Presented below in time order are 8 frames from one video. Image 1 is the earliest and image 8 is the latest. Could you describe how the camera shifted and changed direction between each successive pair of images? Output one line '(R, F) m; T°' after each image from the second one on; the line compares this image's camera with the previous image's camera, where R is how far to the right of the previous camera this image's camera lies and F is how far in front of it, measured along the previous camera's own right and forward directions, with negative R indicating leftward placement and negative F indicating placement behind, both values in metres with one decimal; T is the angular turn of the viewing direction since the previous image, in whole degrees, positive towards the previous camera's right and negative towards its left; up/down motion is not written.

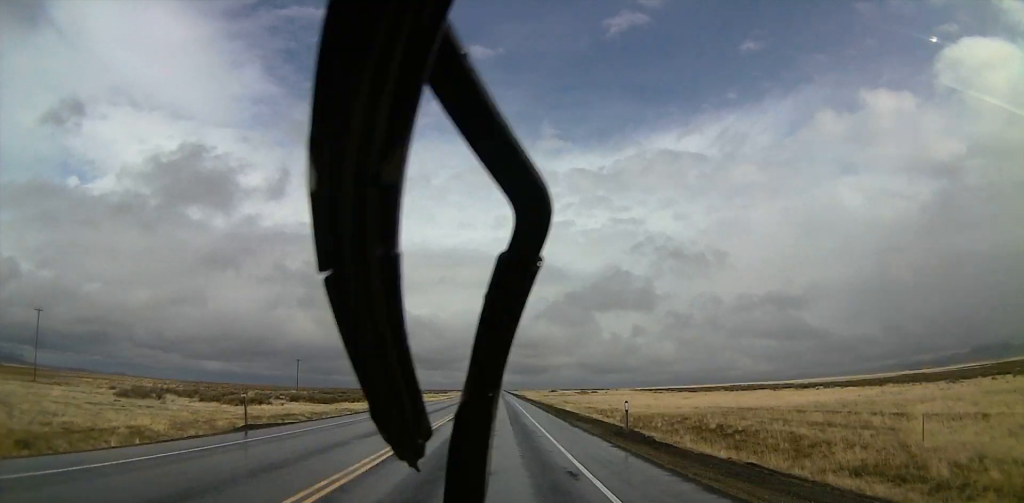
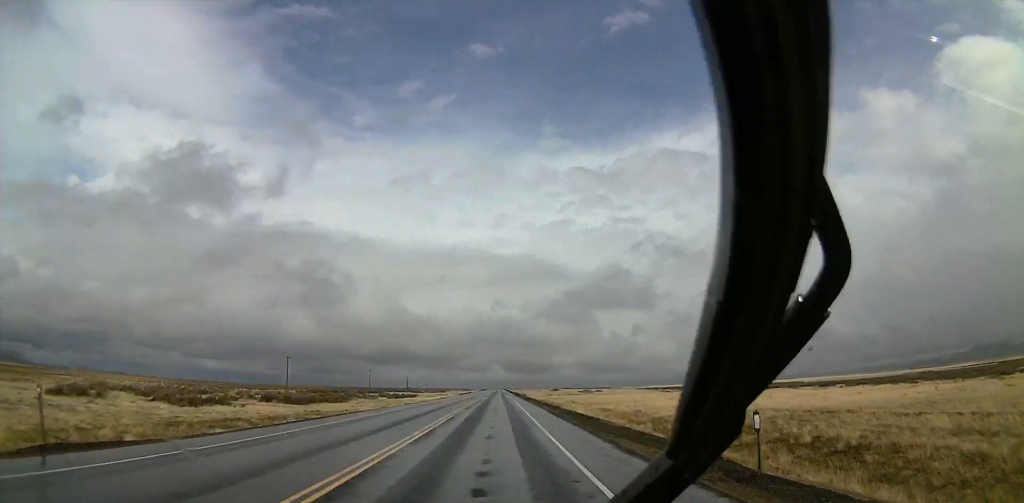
(0.0, +9.8) m; 0°
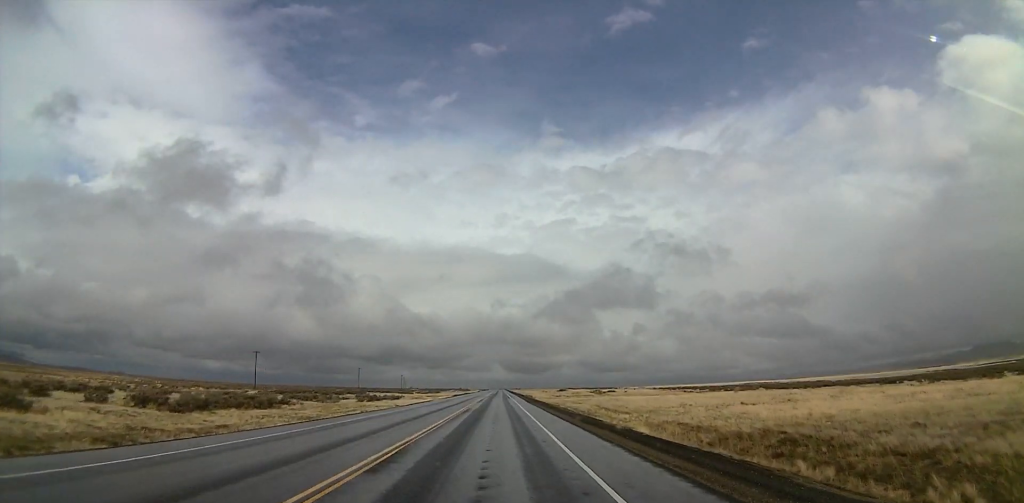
(0.0, +28.0) m; 0°
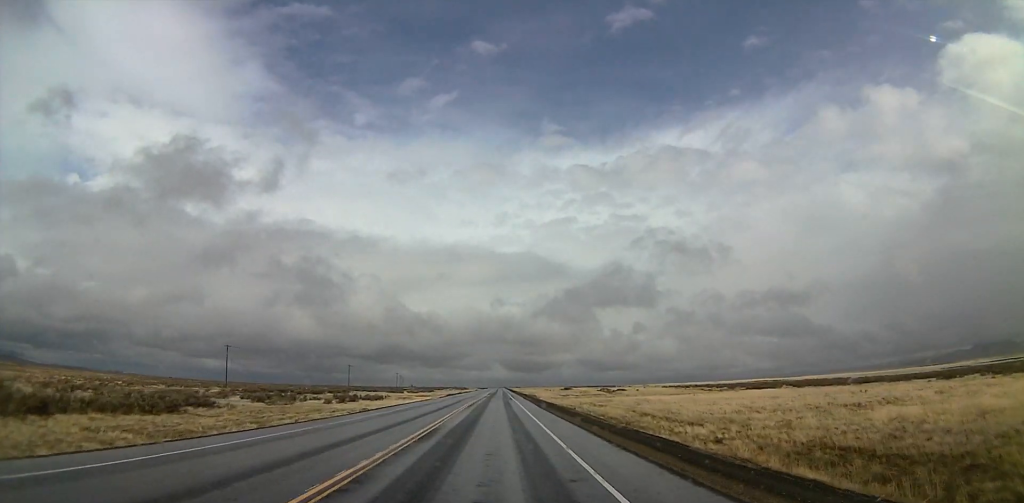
(0.0, +20.6) m; 0°
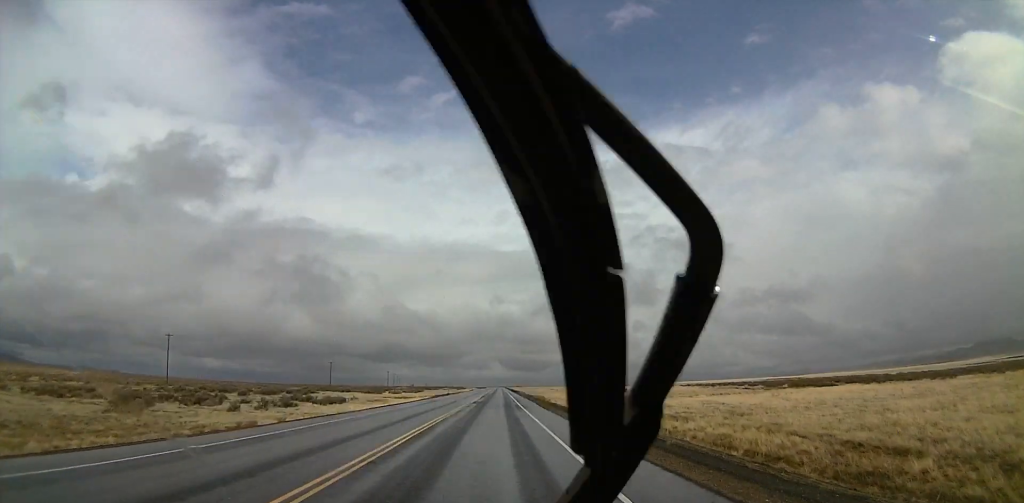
(0.0, +34.2) m; 0°
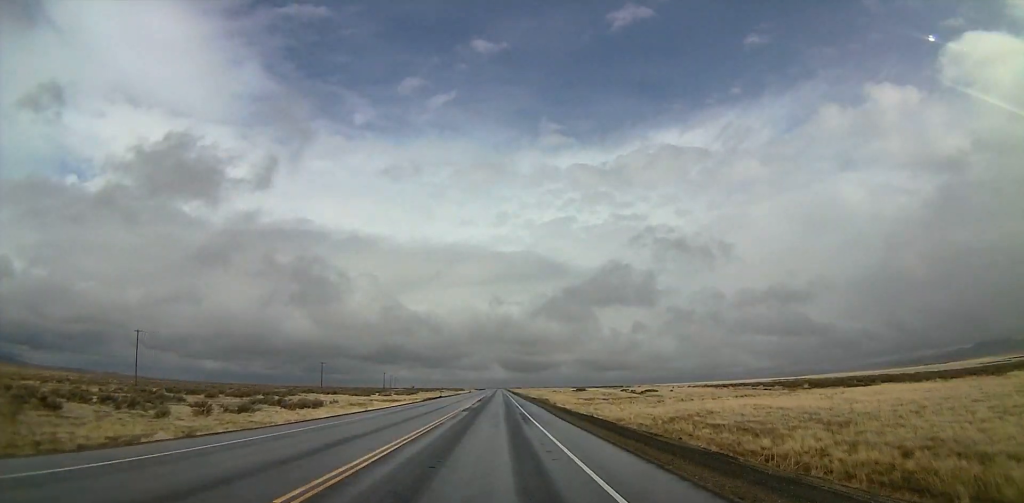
(0.0, +15.5) m; 0°
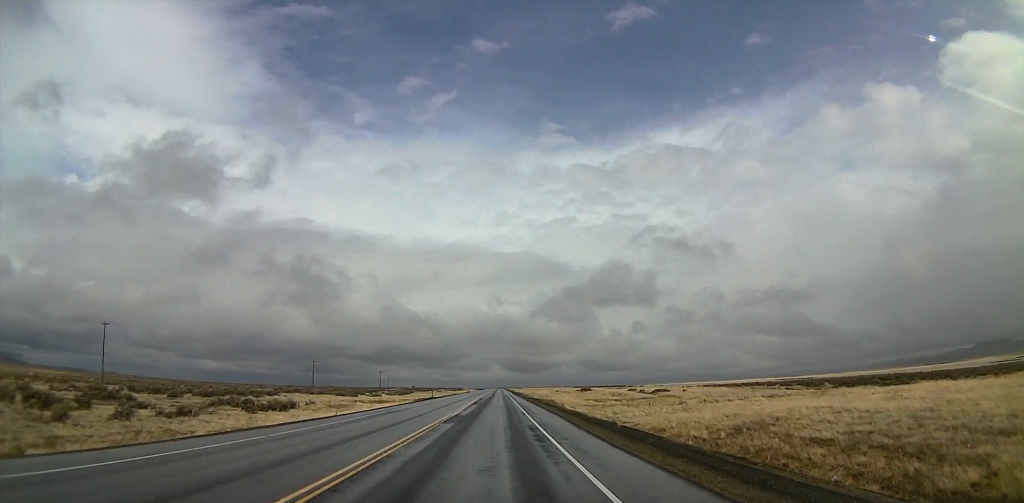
(-0.1, +14.5) m; 0°
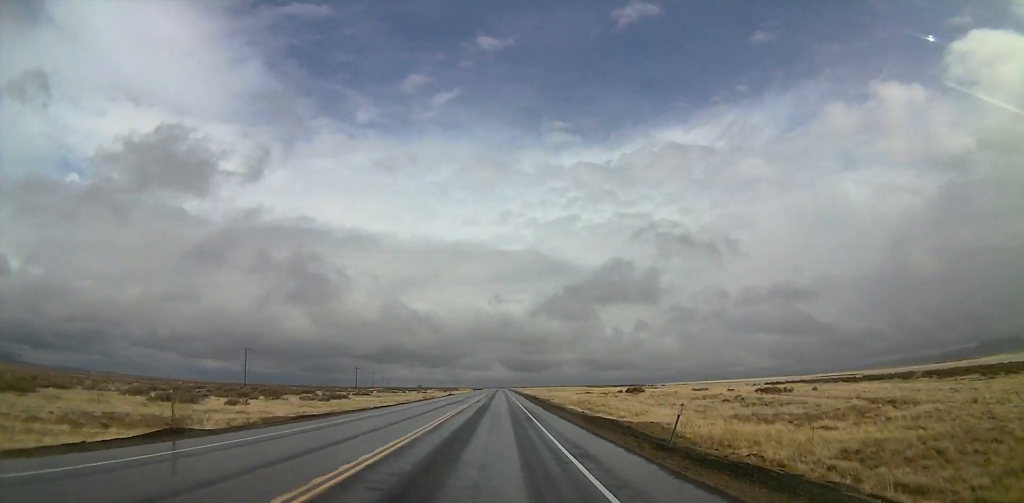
(+0.1, +72.8) m; 0°
